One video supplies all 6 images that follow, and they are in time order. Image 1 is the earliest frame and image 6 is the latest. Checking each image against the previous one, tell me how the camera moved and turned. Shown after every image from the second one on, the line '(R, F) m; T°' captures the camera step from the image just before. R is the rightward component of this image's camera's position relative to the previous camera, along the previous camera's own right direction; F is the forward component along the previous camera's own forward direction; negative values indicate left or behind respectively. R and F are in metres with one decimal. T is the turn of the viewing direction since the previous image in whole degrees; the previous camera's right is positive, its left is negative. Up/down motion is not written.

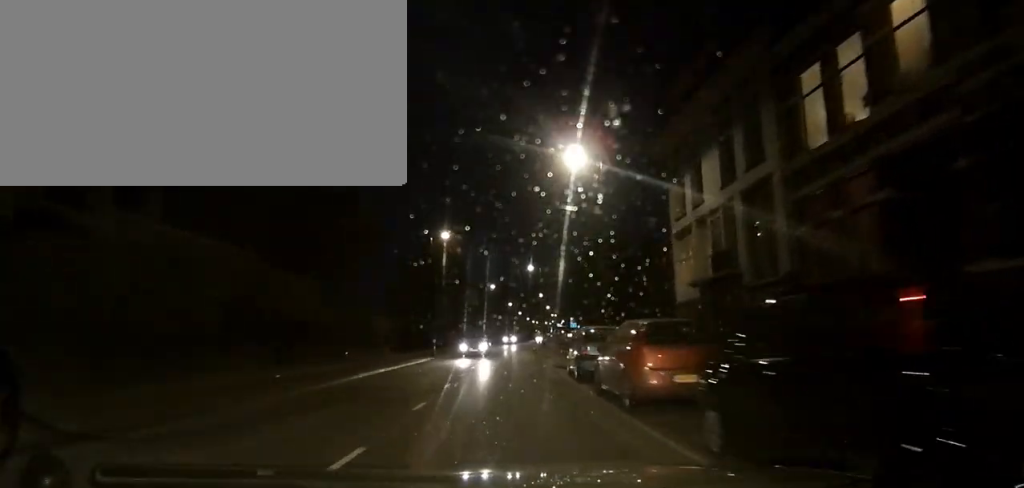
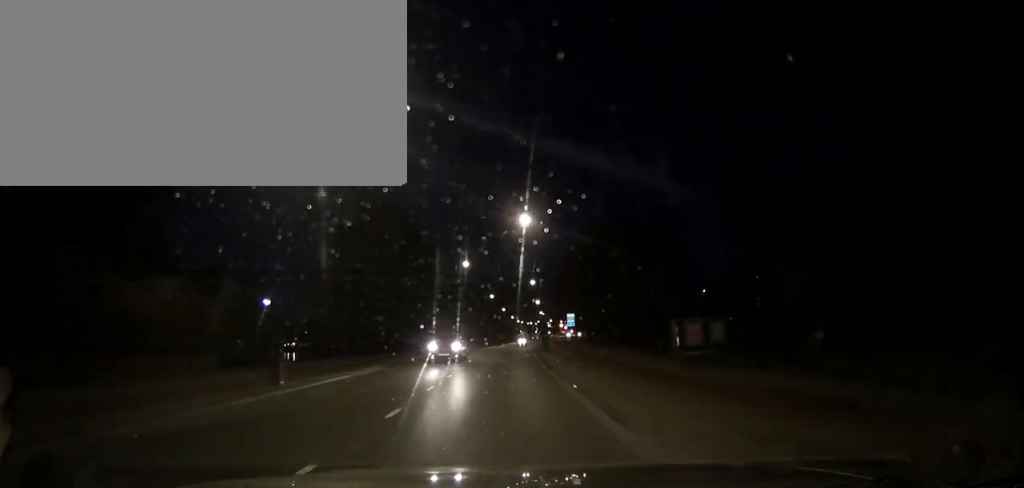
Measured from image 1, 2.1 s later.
(+0.3, +13.1) m; +1°
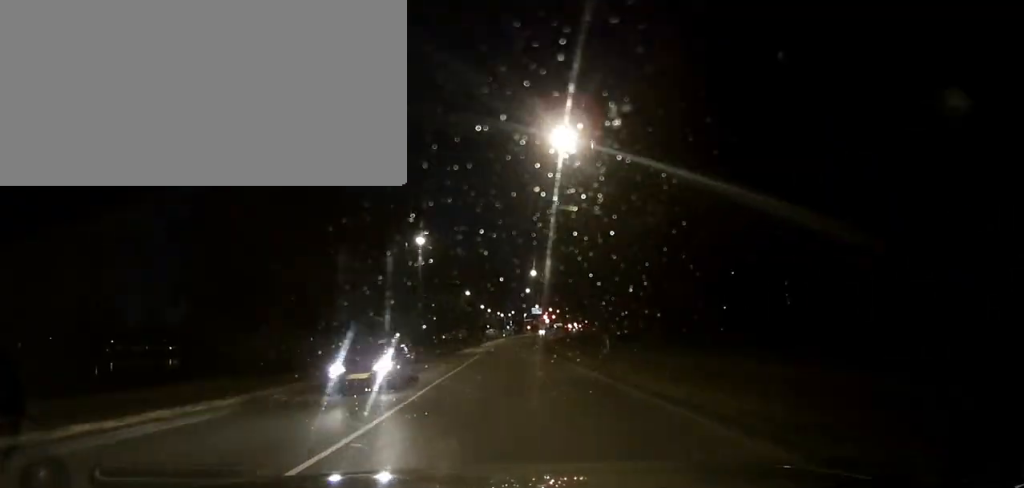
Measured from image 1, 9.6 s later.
(+2.5, +75.0) m; +4°
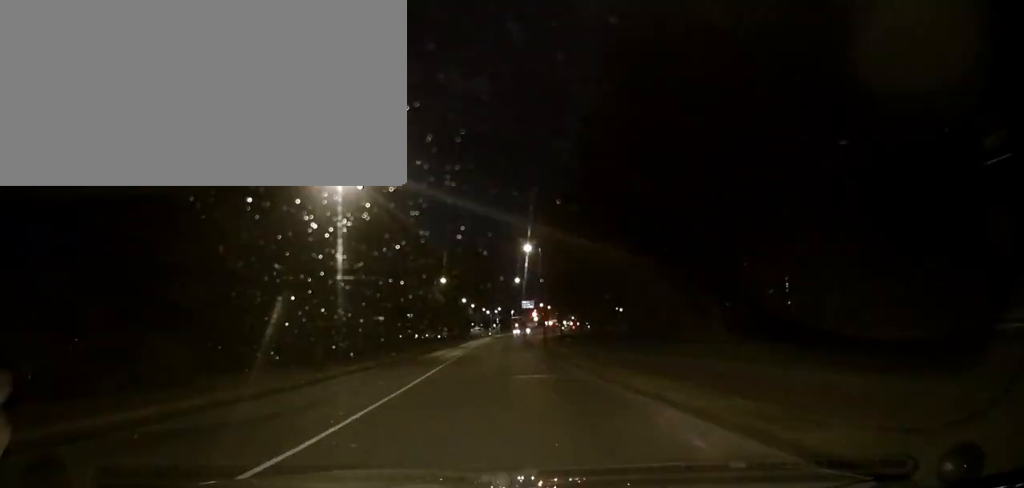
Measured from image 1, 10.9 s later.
(+0.2, +16.5) m; +1°
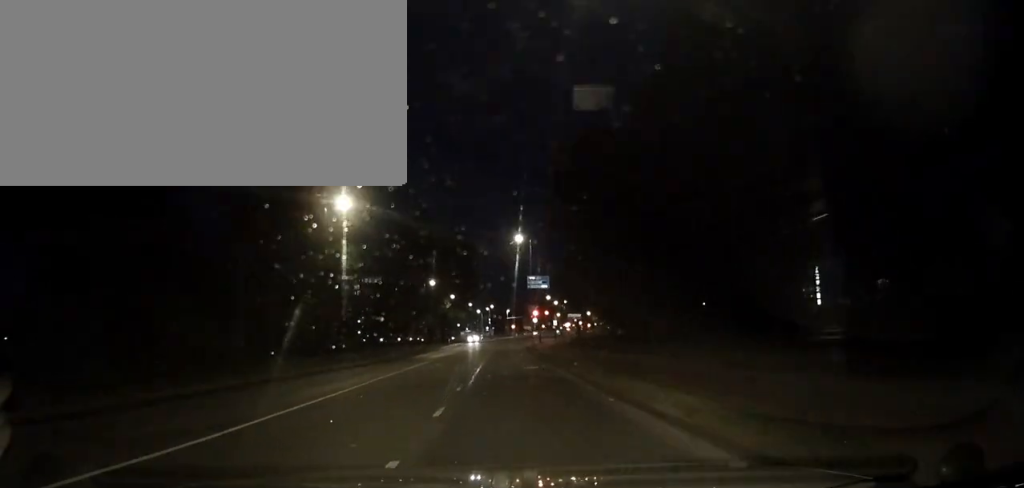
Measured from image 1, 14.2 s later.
(+0.3, +39.7) m; +1°
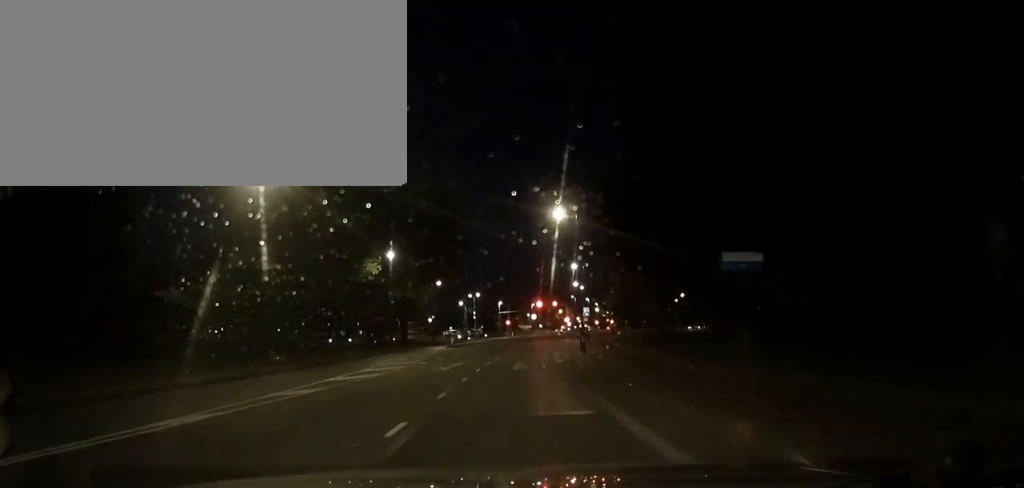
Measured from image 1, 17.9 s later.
(+1.2, +43.4) m; +4°
